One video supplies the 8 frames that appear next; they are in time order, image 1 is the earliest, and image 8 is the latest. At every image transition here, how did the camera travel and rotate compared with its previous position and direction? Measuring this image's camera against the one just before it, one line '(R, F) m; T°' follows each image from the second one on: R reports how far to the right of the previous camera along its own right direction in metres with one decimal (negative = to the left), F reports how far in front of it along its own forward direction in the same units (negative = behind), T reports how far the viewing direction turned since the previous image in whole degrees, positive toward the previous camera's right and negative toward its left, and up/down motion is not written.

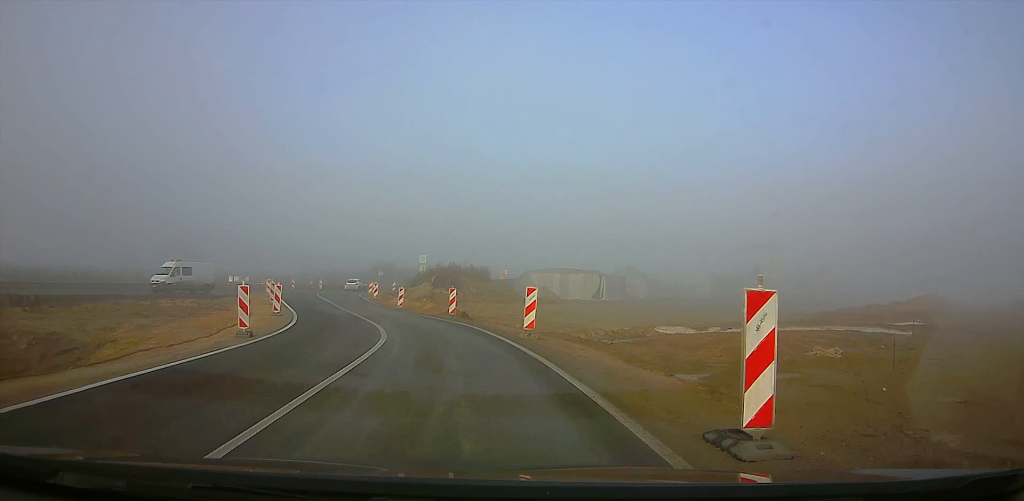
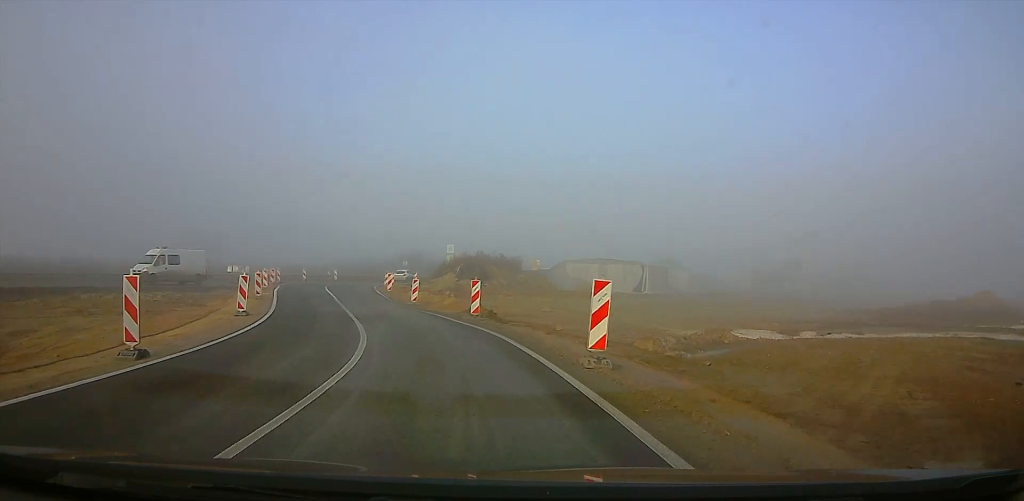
(0.0, +6.1) m; -4°
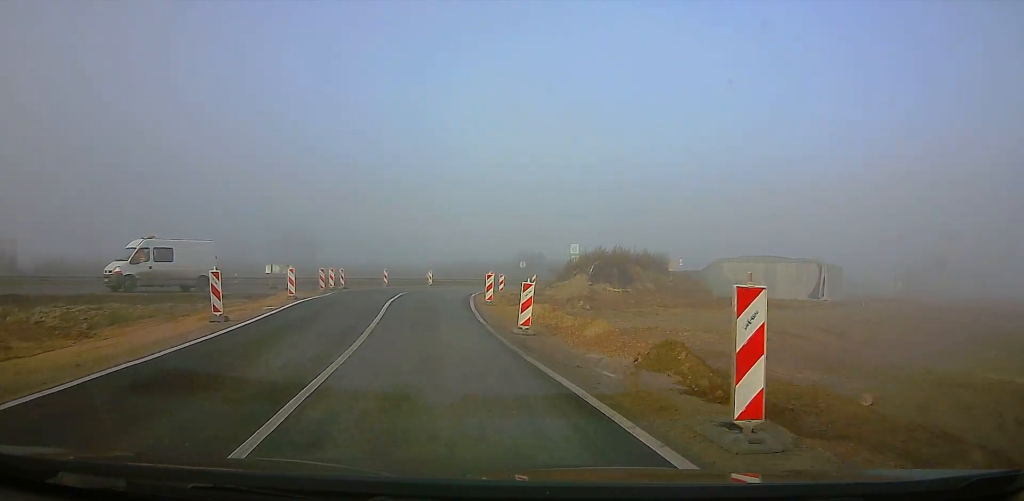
(-1.8, +13.9) m; -10°
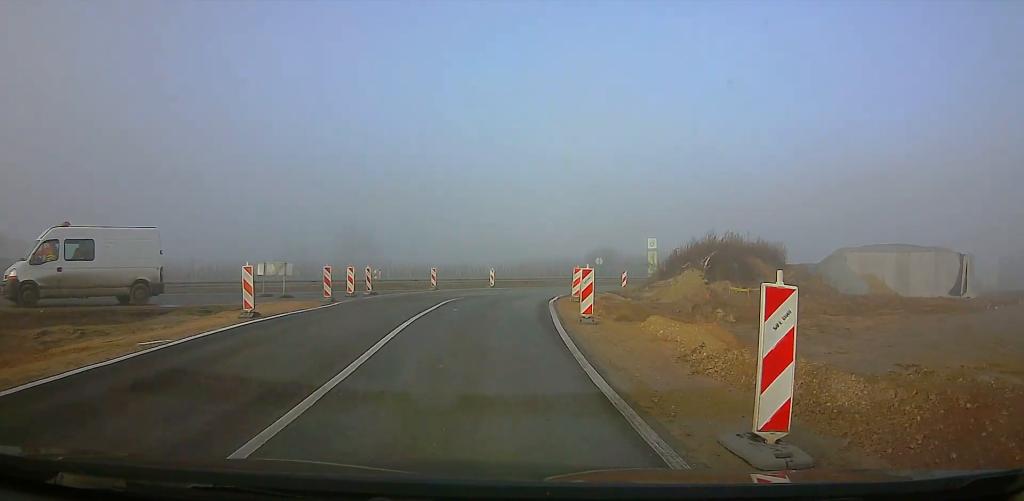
(-0.2, +11.0) m; -4°
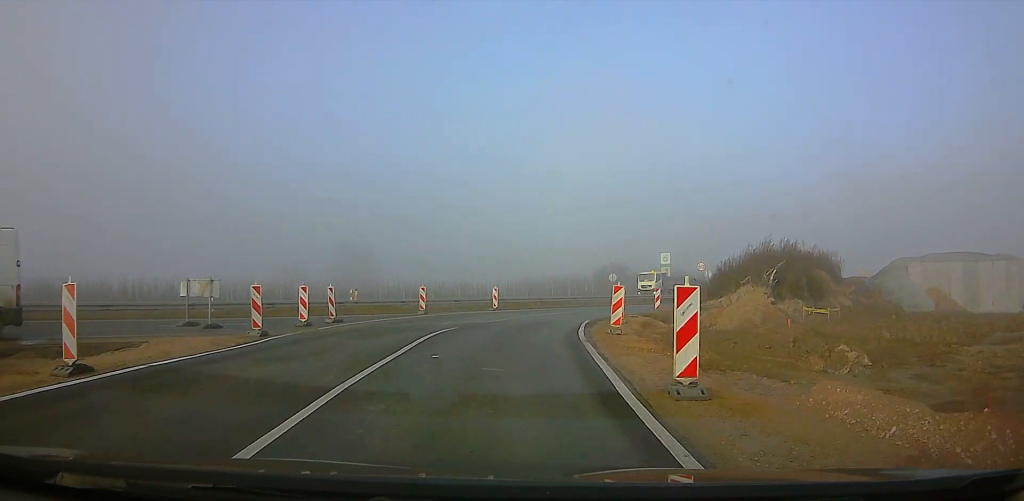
(-0.3, +7.8) m; -1°
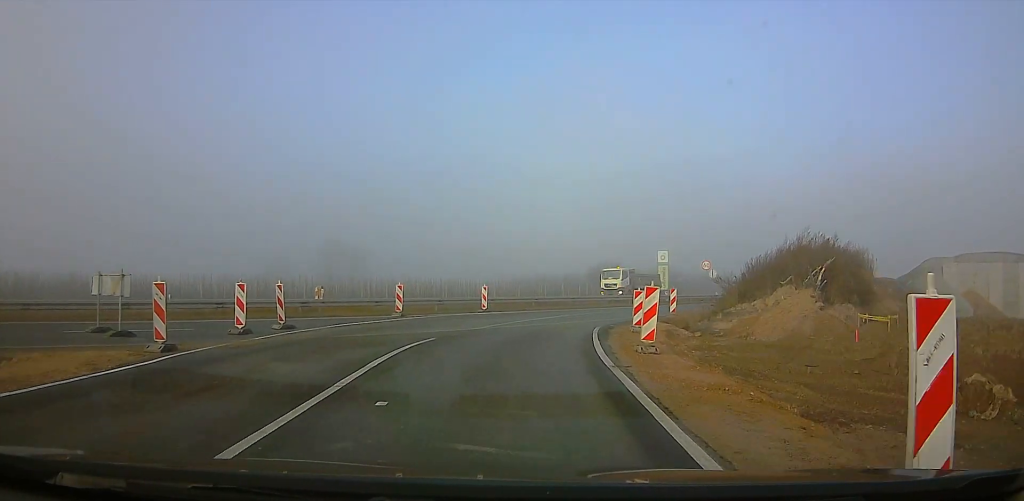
(-0.3, +5.6) m; 0°
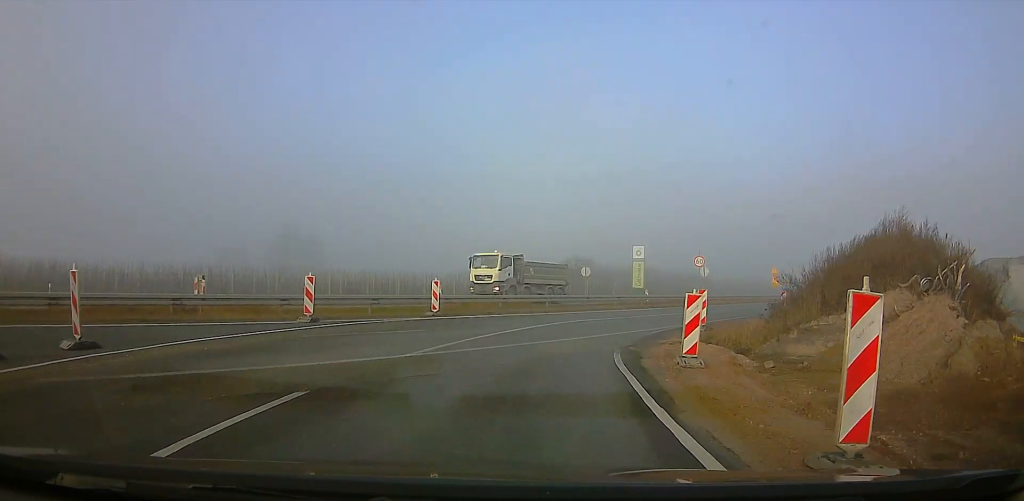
(+0.3, +9.8) m; +4°
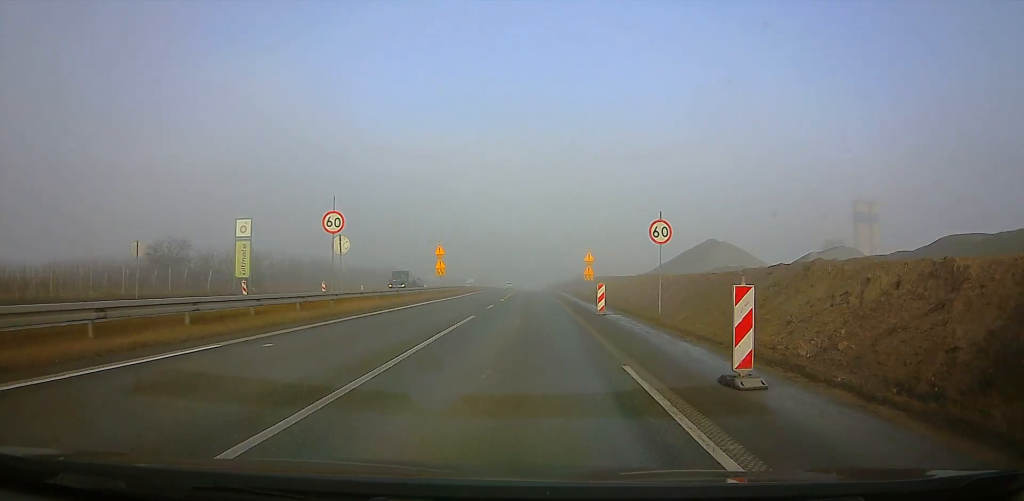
(+7.9, +29.2) m; +29°
